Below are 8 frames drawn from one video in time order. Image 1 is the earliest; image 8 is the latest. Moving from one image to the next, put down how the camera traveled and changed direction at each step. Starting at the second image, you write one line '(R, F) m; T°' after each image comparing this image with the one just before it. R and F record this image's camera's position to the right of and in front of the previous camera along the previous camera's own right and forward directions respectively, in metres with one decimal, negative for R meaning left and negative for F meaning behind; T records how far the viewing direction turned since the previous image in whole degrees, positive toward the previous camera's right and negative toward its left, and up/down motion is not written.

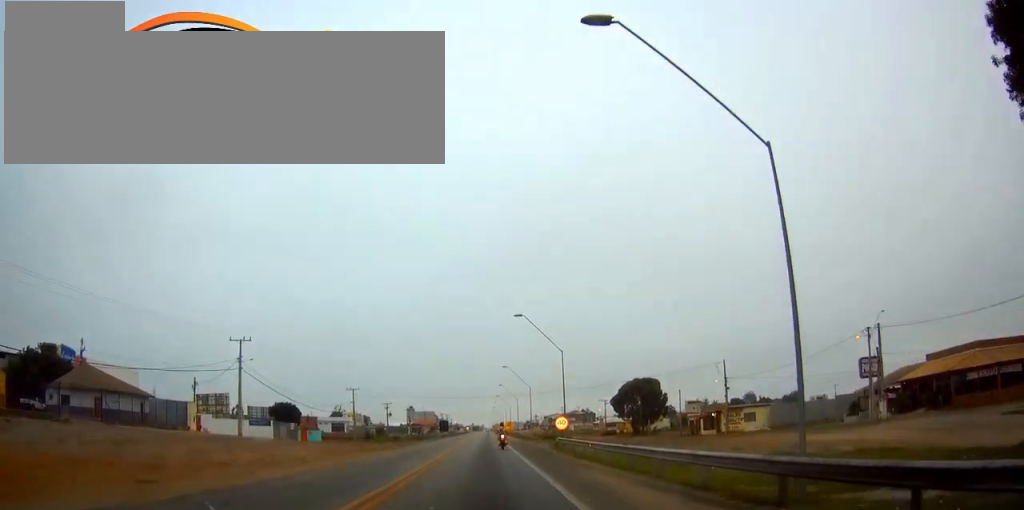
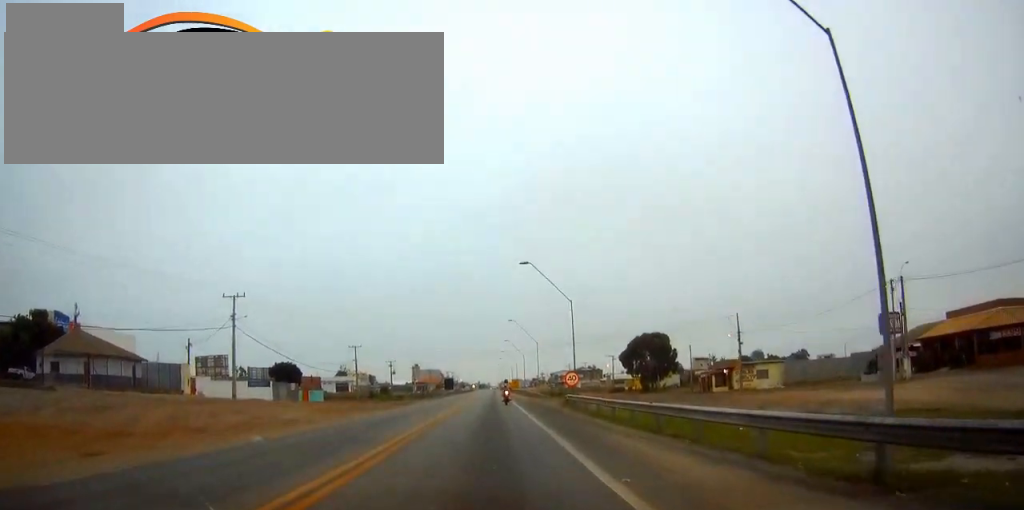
(0.0, +3.2) m; 0°
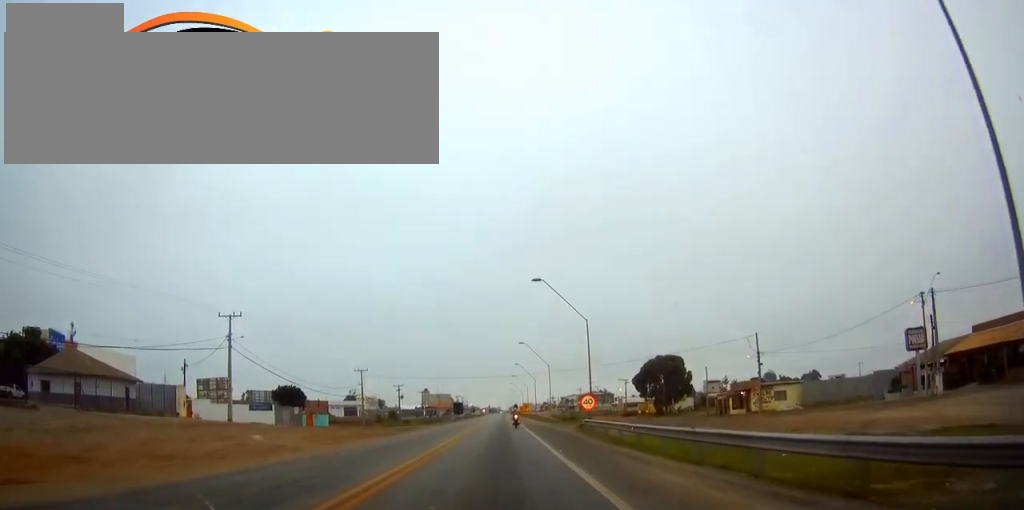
(0.0, +3.6) m; 0°
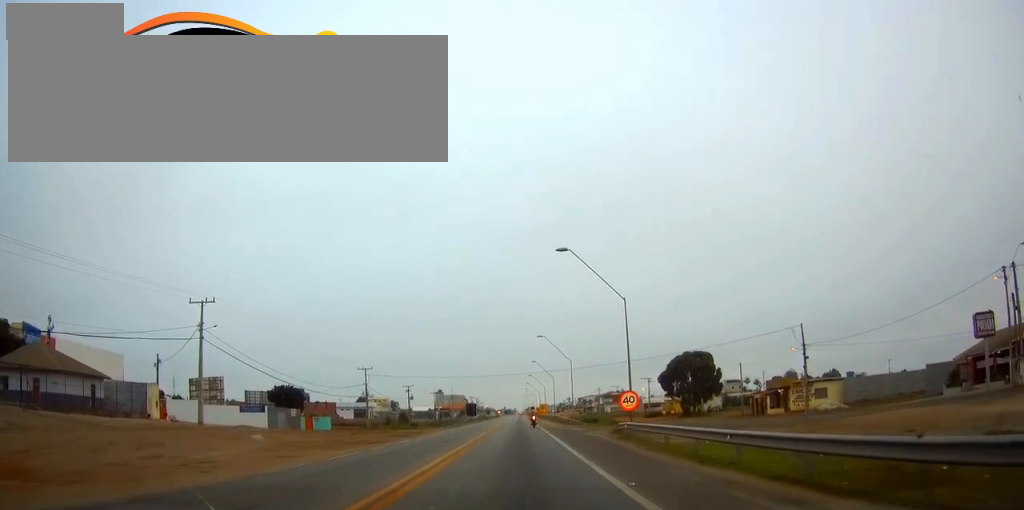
(+0.1, +9.8) m; +1°
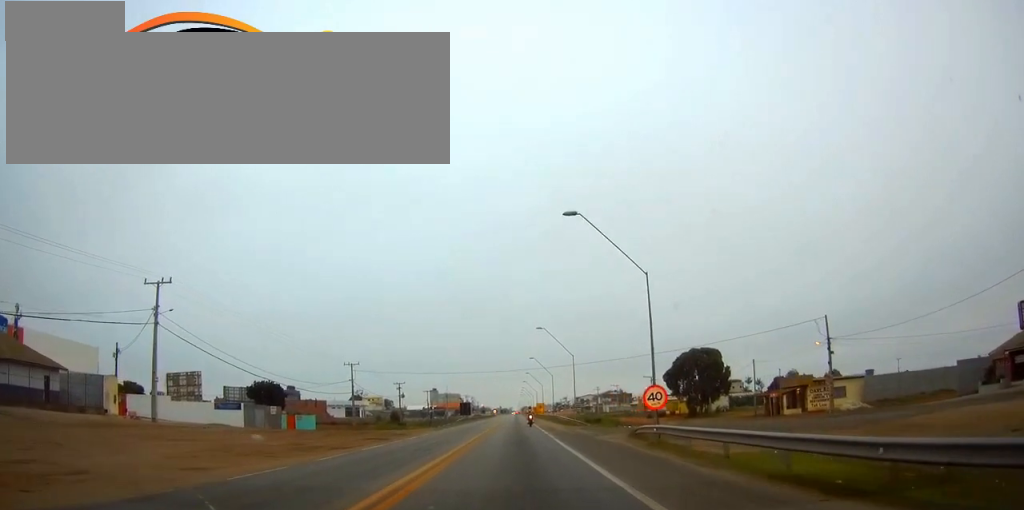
(0.0, +7.2) m; +1°
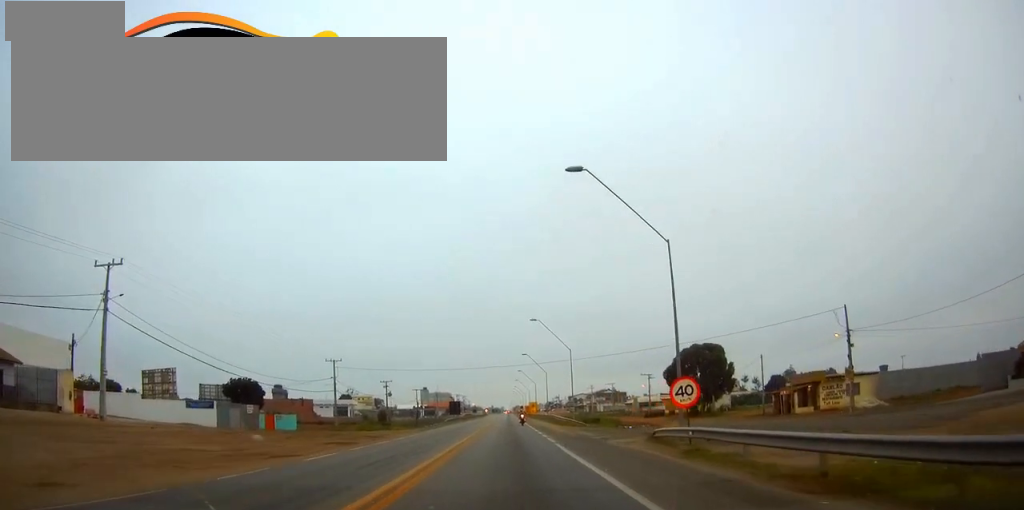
(+0.1, +6.1) m; 0°
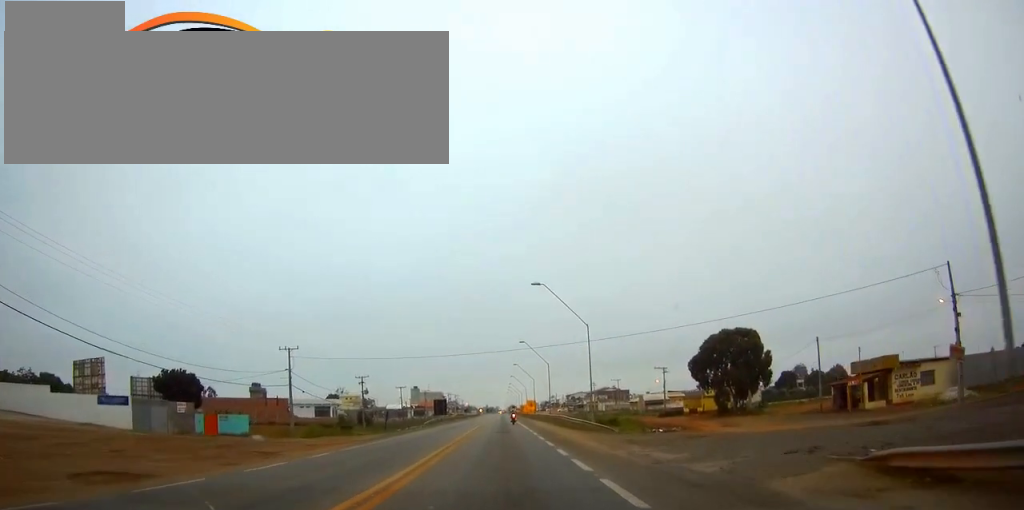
(-0.1, +18.4) m; 0°
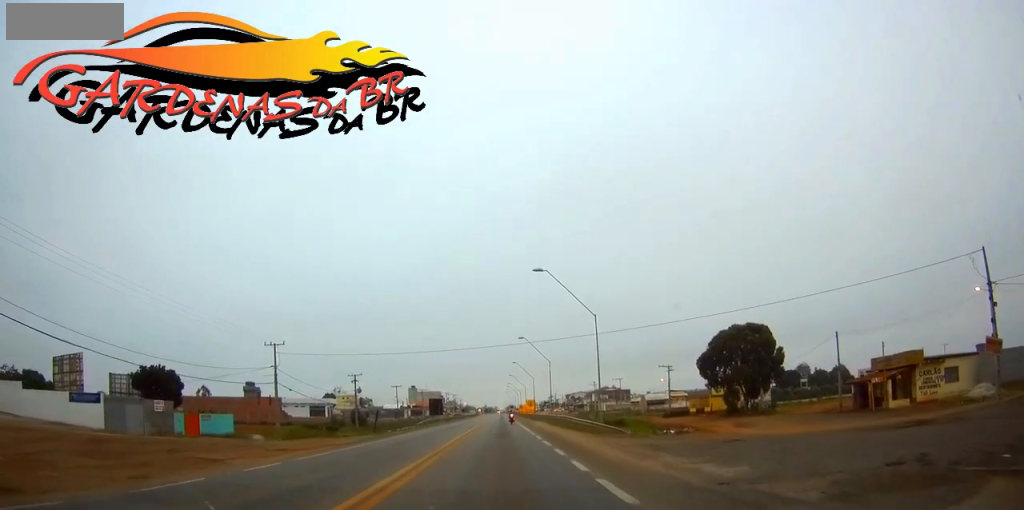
(0.0, +4.9) m; 0°
